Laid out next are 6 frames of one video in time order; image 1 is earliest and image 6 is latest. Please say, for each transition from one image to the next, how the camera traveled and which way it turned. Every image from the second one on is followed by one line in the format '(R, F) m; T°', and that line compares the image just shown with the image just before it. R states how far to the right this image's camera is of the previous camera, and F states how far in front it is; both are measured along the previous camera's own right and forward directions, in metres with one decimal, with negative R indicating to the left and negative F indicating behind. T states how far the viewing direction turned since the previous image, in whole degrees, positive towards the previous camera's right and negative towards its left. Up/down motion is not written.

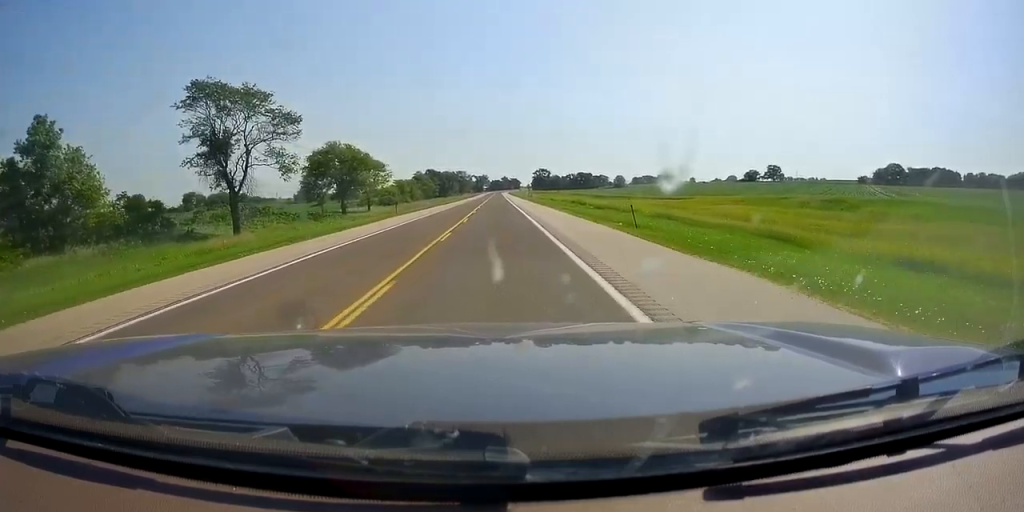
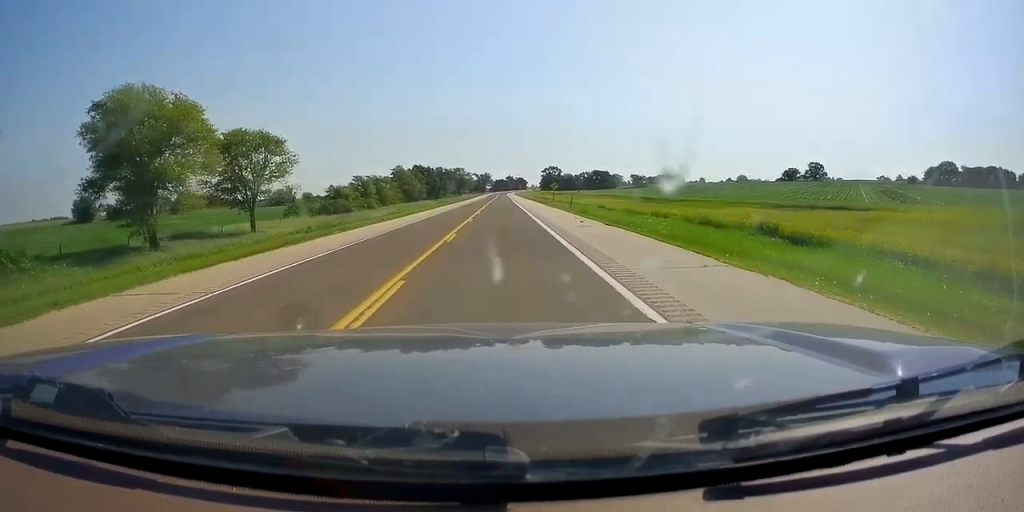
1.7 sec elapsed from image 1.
(-1.8, +49.0) m; -2°
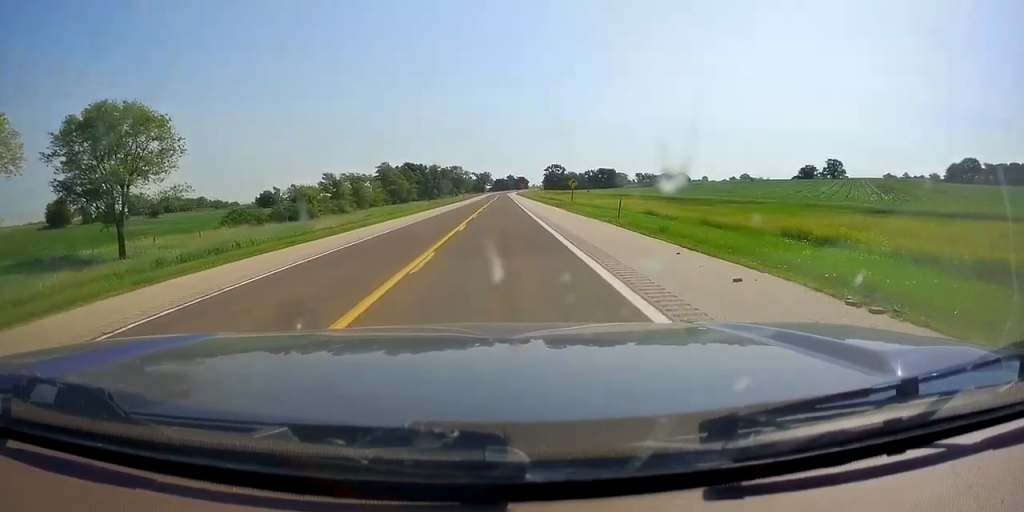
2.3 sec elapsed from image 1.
(+0.1, +19.6) m; 0°
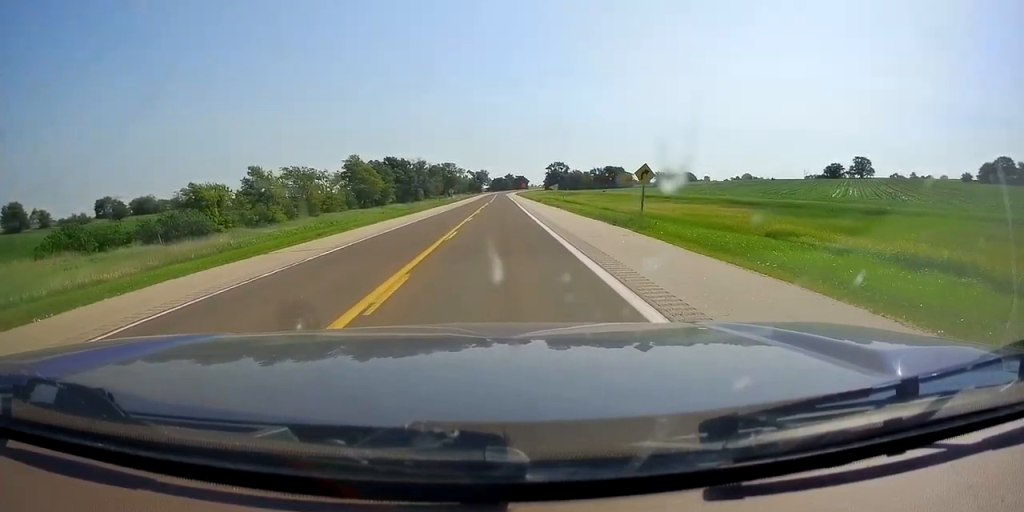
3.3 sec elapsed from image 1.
(+0.2, +28.7) m; +1°
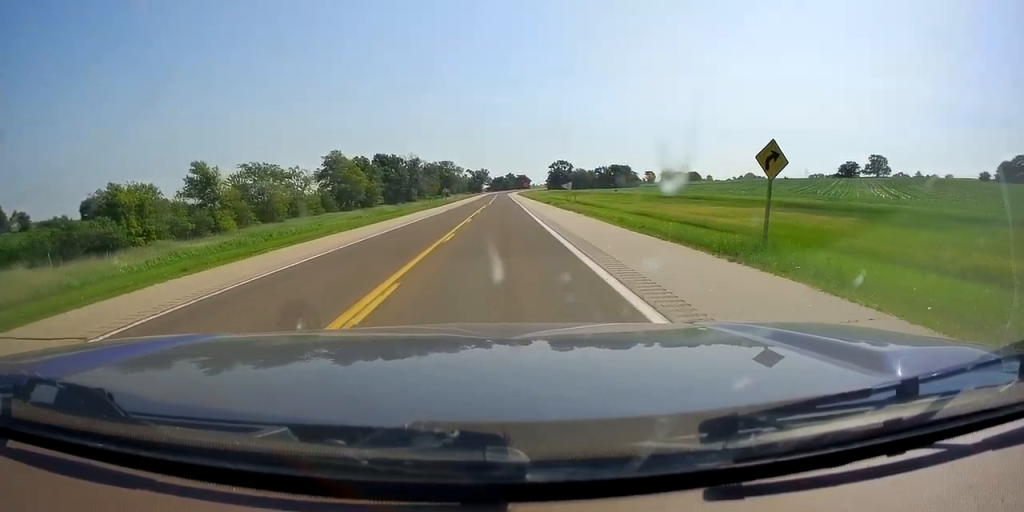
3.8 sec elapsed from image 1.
(+0.1, +13.4) m; 0°
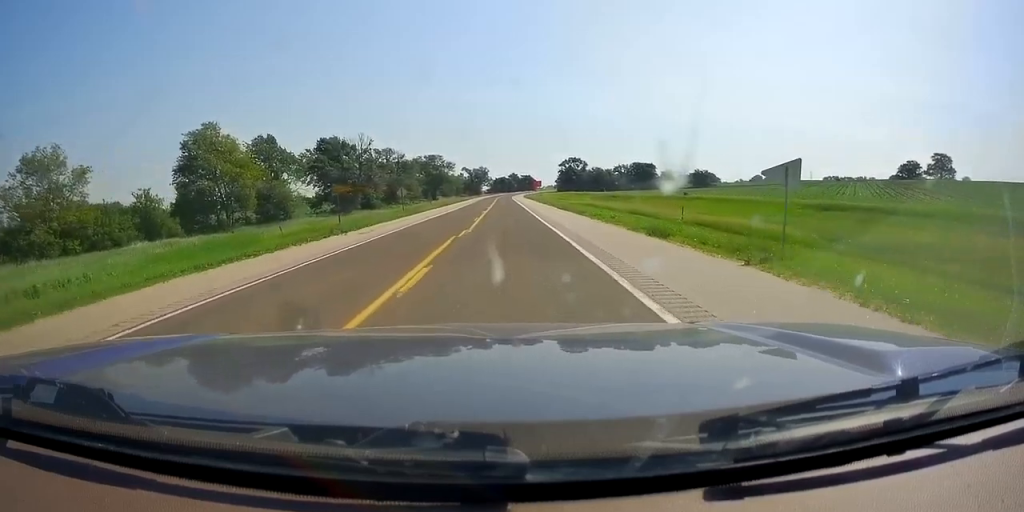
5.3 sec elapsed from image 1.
(+0.3, +46.9) m; +1°
